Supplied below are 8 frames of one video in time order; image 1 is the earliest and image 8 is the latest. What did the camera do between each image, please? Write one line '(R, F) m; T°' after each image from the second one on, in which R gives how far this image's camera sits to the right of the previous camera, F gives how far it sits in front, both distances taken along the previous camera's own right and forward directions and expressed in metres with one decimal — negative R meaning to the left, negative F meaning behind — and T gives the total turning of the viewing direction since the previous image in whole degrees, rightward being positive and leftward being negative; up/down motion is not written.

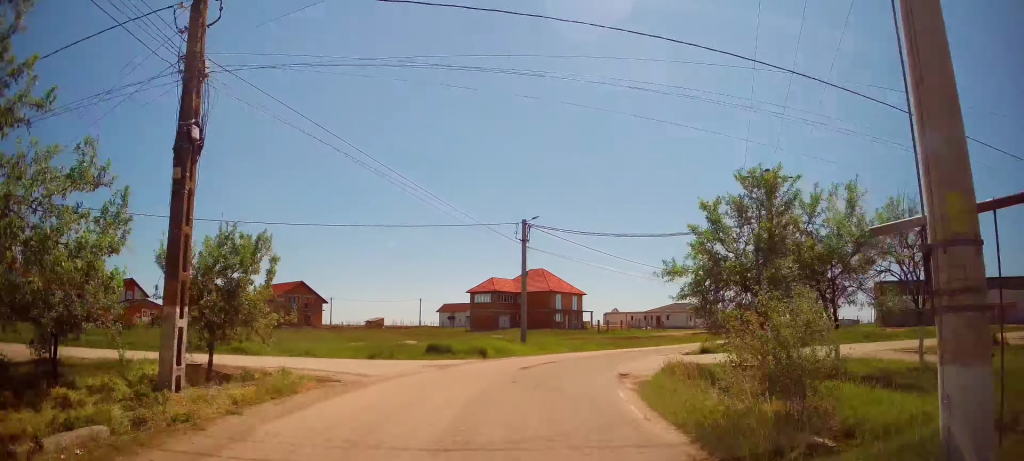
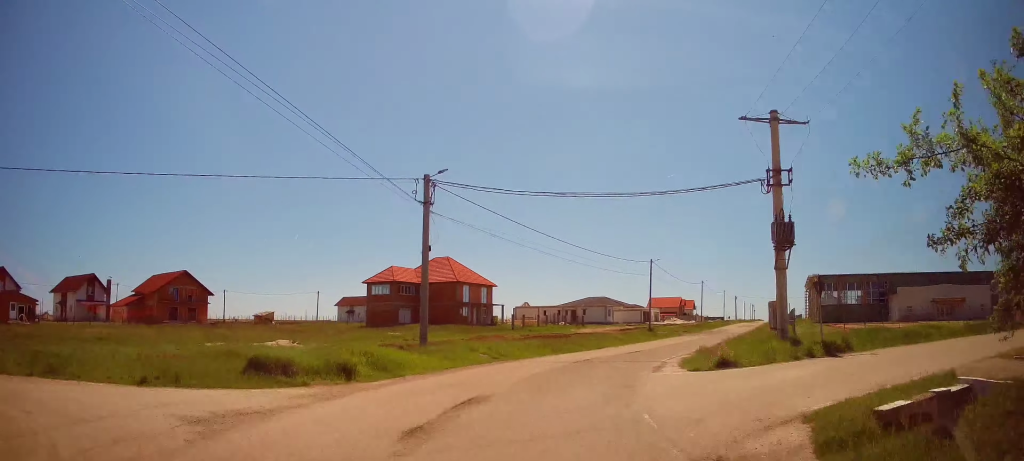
(+0.5, +10.2) m; +9°
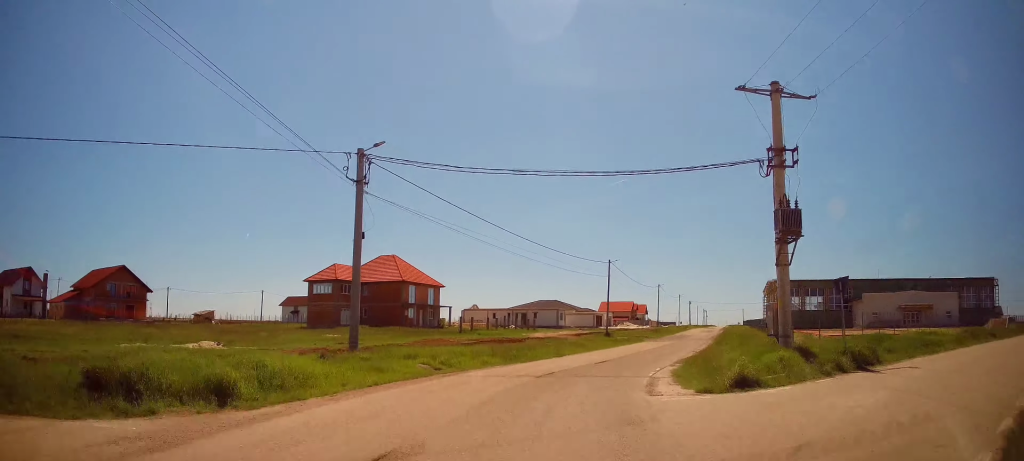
(+0.1, +4.1) m; +5°
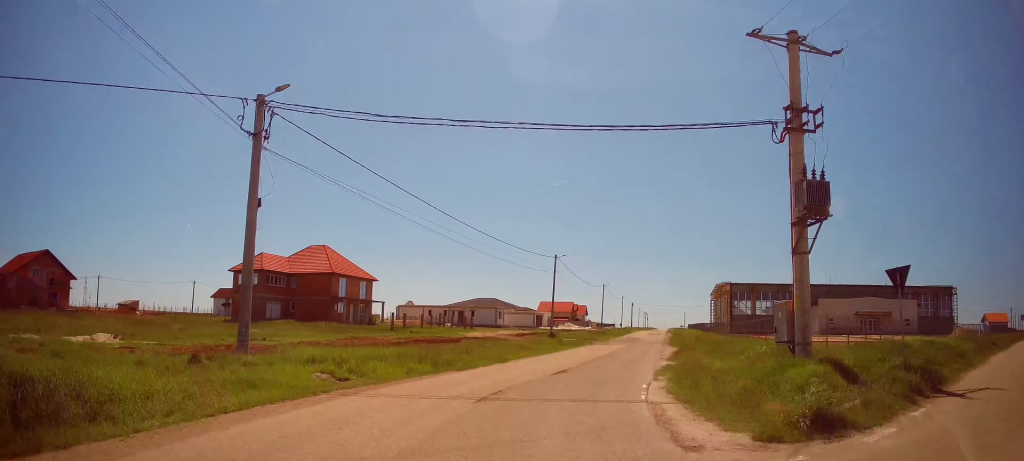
(+0.4, +4.8) m; +7°
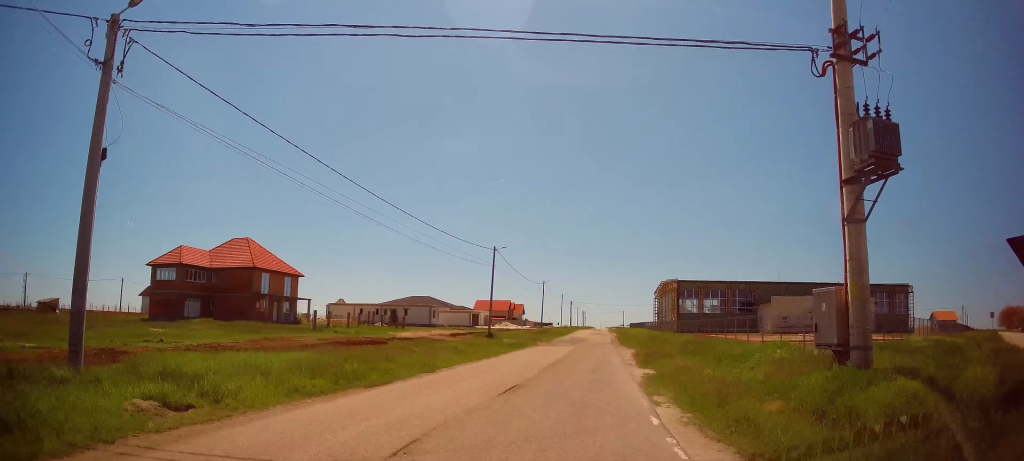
(+0.1, +4.8) m; +7°
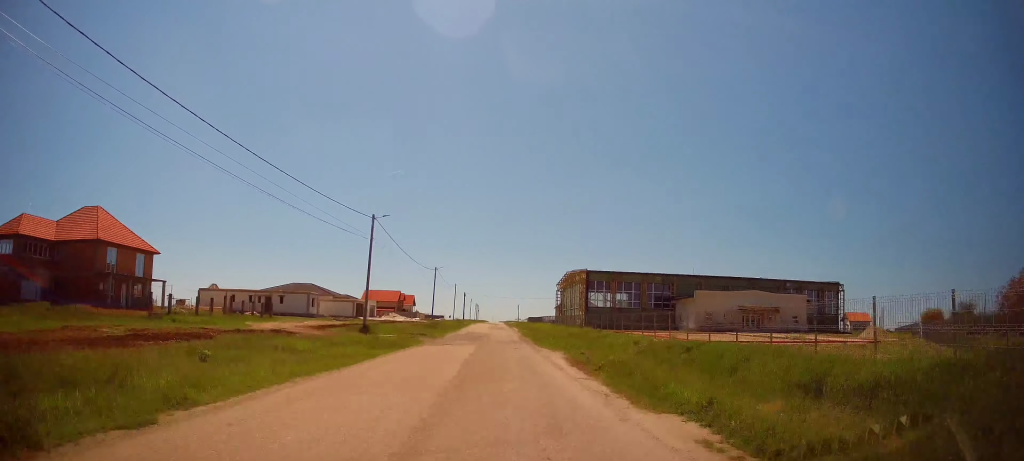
(+1.1, +9.9) m; +11°
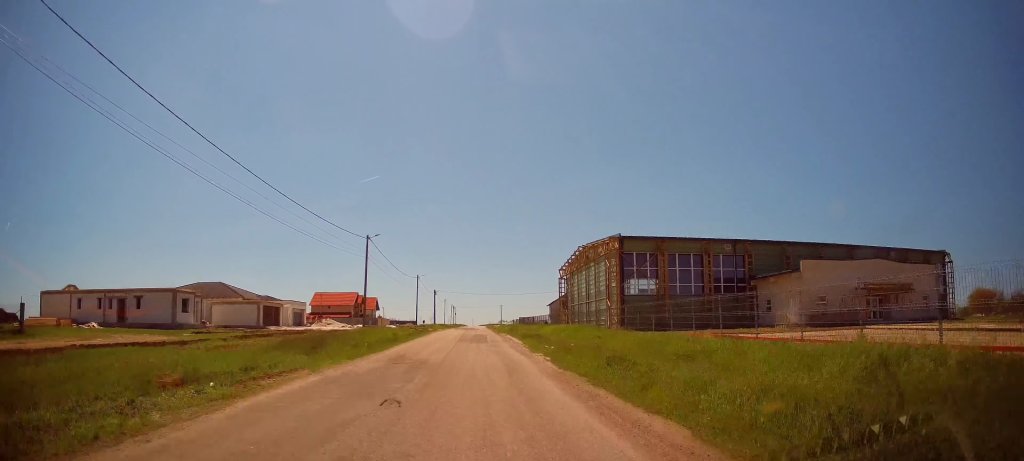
(+3.3, +30.6) m; +6°
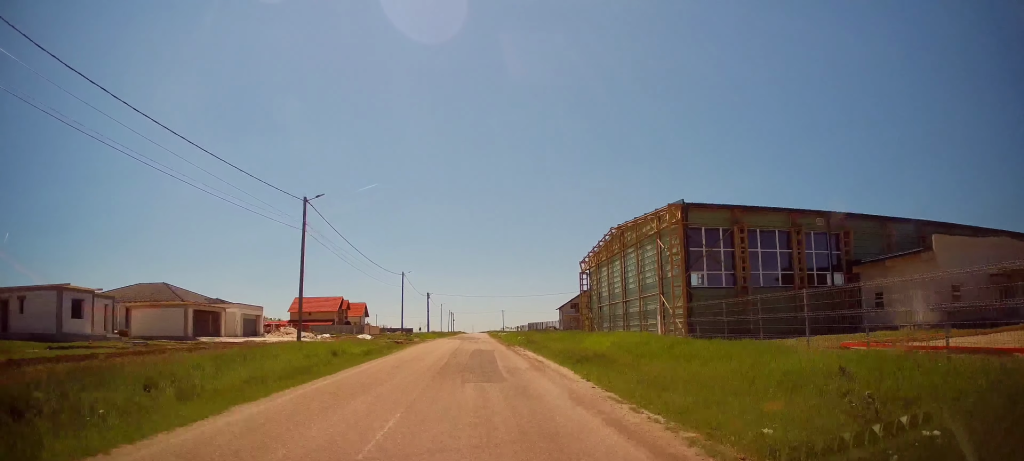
(-0.2, +15.9) m; -1°
